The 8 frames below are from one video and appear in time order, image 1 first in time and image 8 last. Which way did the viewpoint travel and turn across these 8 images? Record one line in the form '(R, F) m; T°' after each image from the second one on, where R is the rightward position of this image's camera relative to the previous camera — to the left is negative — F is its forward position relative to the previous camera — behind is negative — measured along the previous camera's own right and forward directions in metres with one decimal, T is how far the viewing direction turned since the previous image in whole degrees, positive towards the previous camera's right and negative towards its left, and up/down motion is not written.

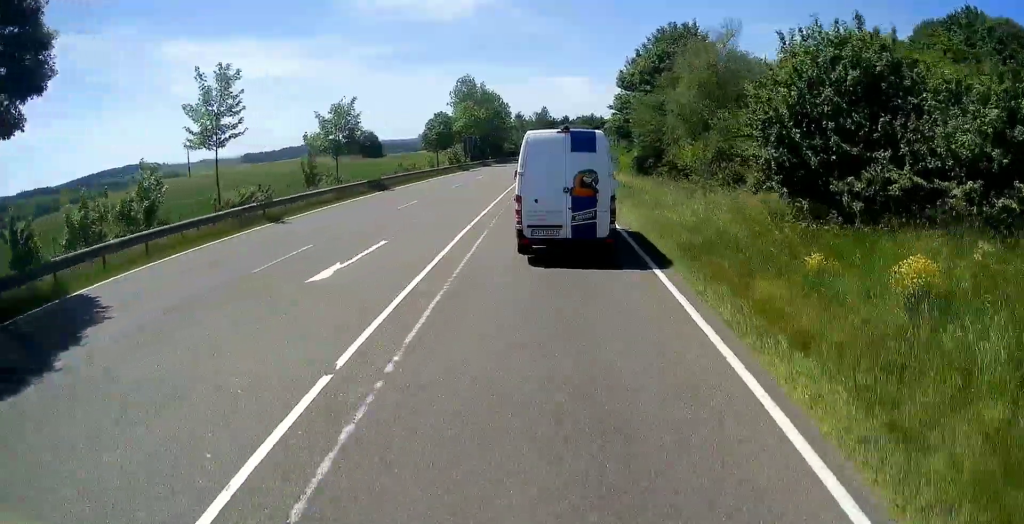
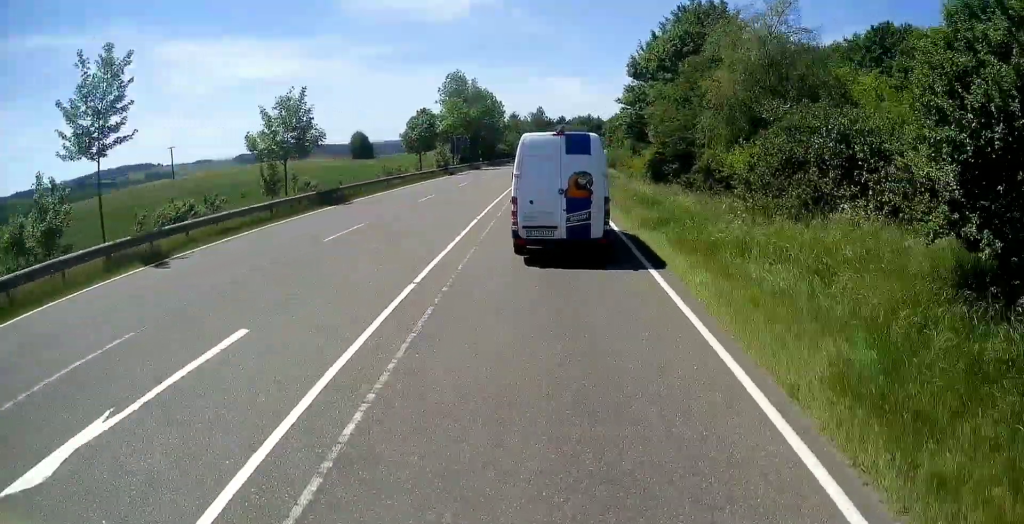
(0.0, +7.4) m; +1°
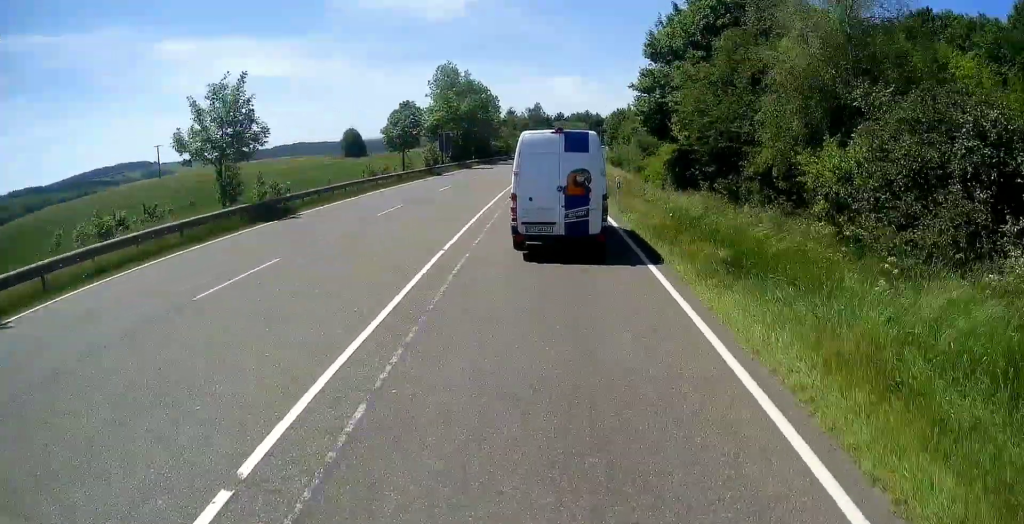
(+0.1, +6.5) m; +1°
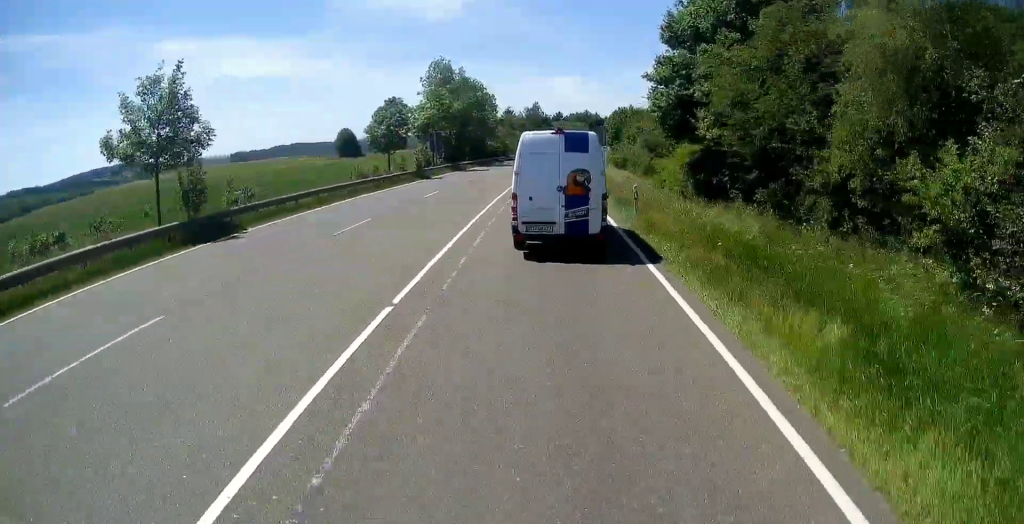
(0.0, +4.6) m; +1°
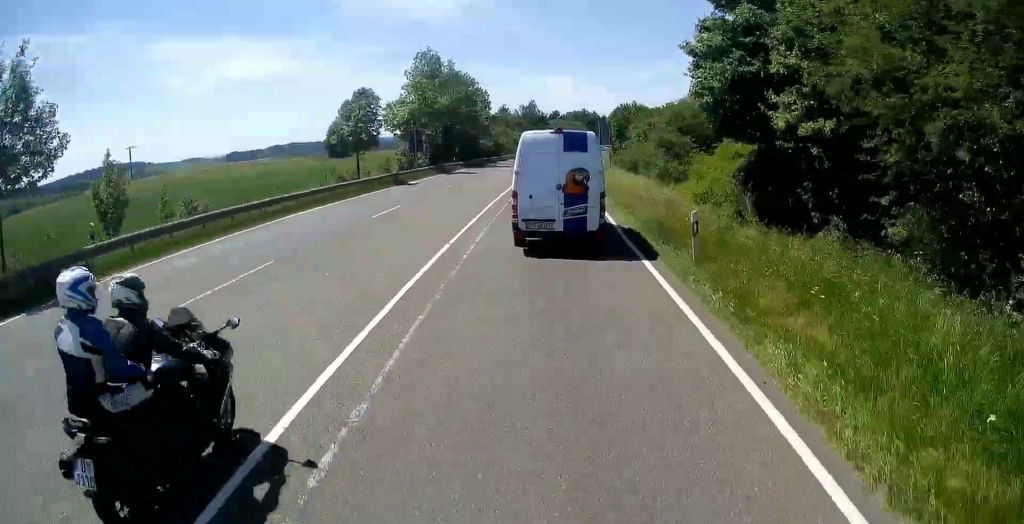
(0.0, +7.6) m; +1°
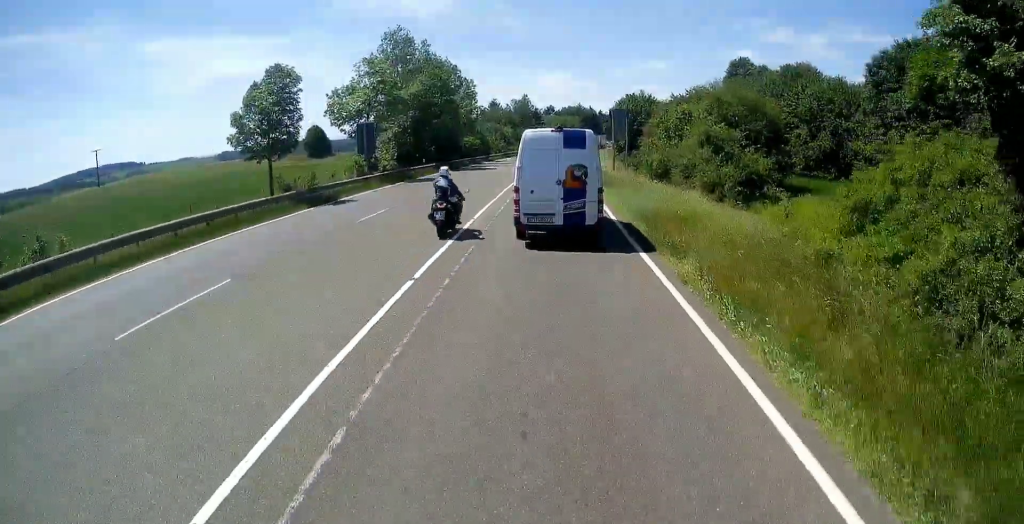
(+0.2, +13.3) m; 0°
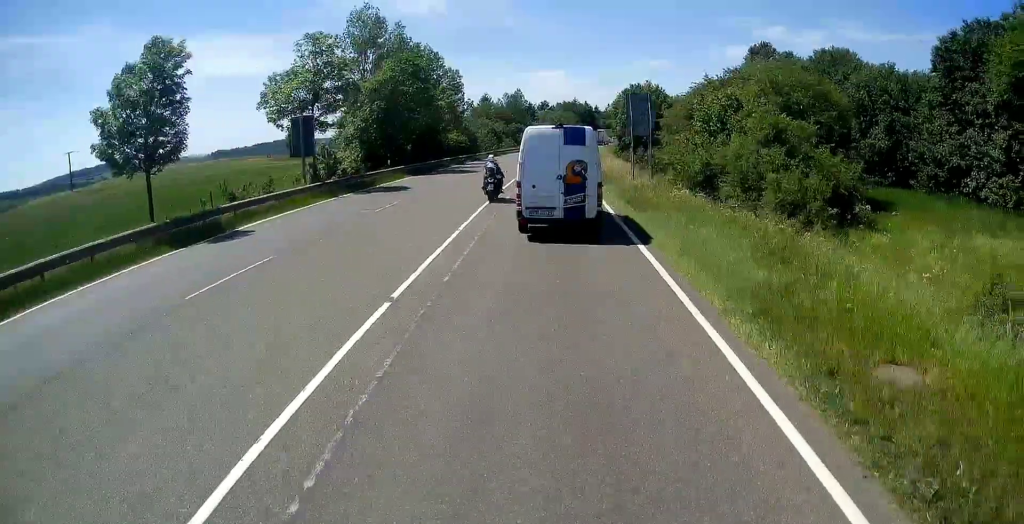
(0.0, +9.9) m; 0°
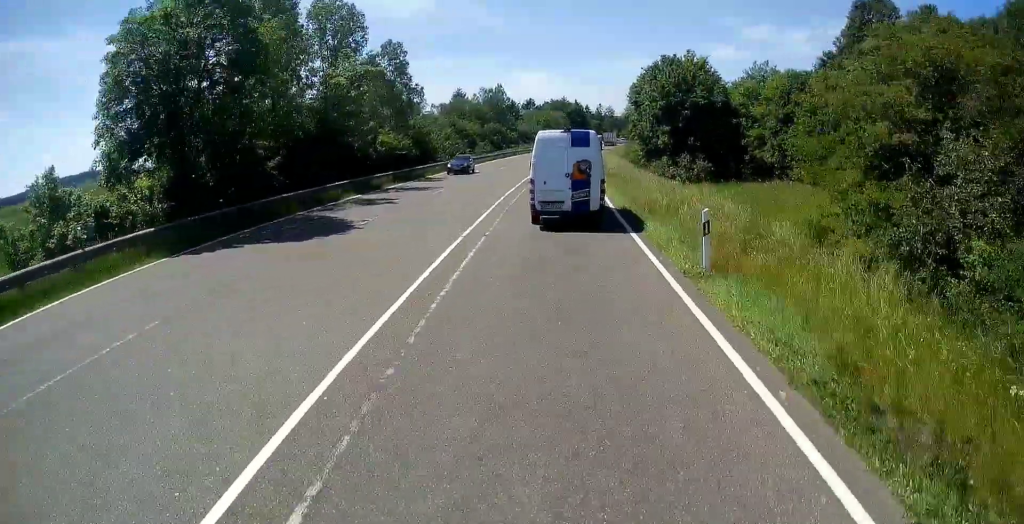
(0.0, +28.2) m; +1°
